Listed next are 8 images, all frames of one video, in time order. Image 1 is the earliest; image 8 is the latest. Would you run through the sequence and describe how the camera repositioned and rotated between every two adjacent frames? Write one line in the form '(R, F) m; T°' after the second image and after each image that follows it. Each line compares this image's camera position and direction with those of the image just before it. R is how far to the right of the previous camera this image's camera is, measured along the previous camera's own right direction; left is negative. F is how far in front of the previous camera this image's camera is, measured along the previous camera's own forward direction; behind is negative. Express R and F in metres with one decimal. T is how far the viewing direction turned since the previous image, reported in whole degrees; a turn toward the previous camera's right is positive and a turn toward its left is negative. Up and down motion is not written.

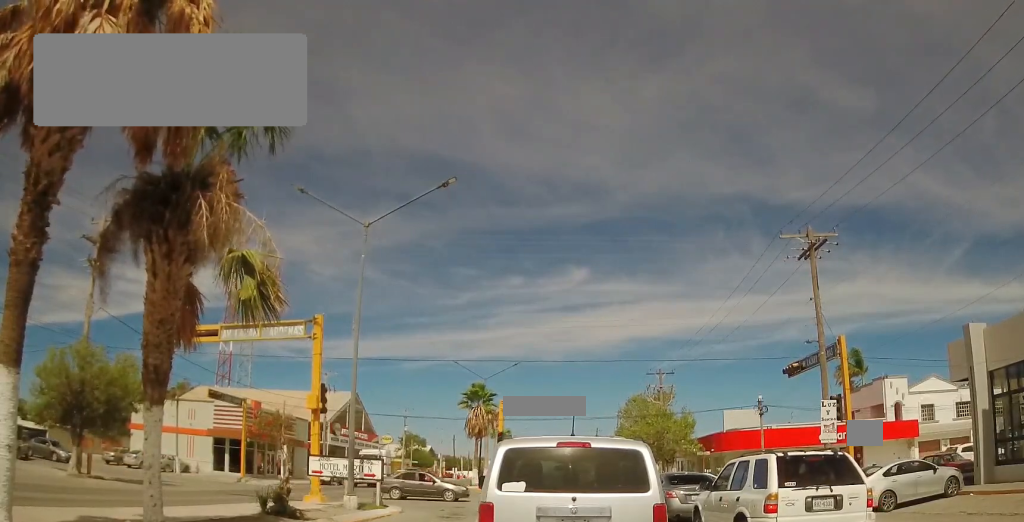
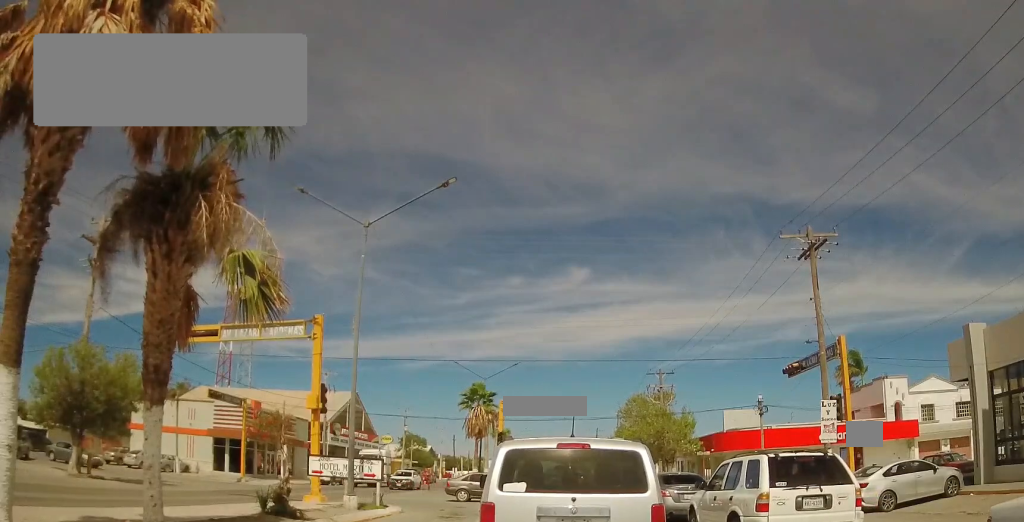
(0.0, 0.0) m; 0°
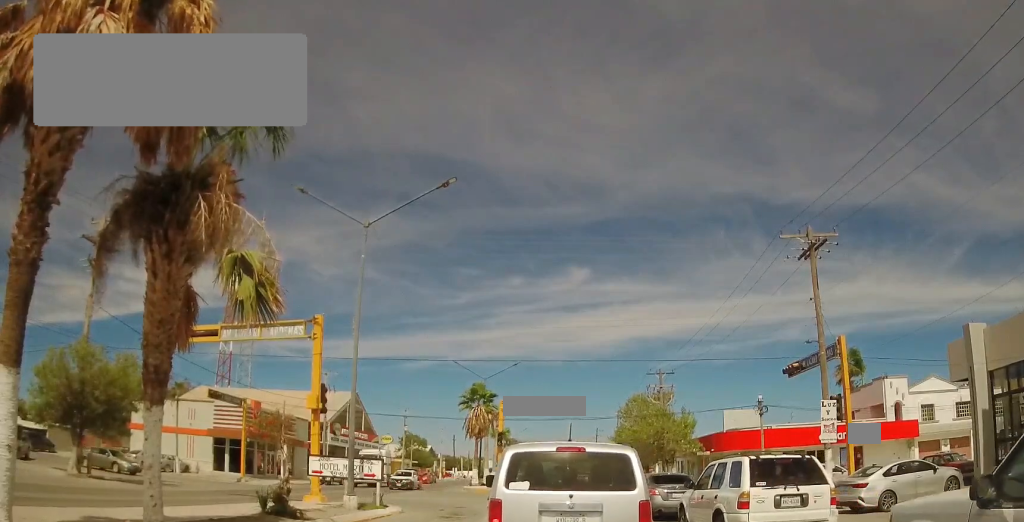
(0.0, 0.0) m; 0°
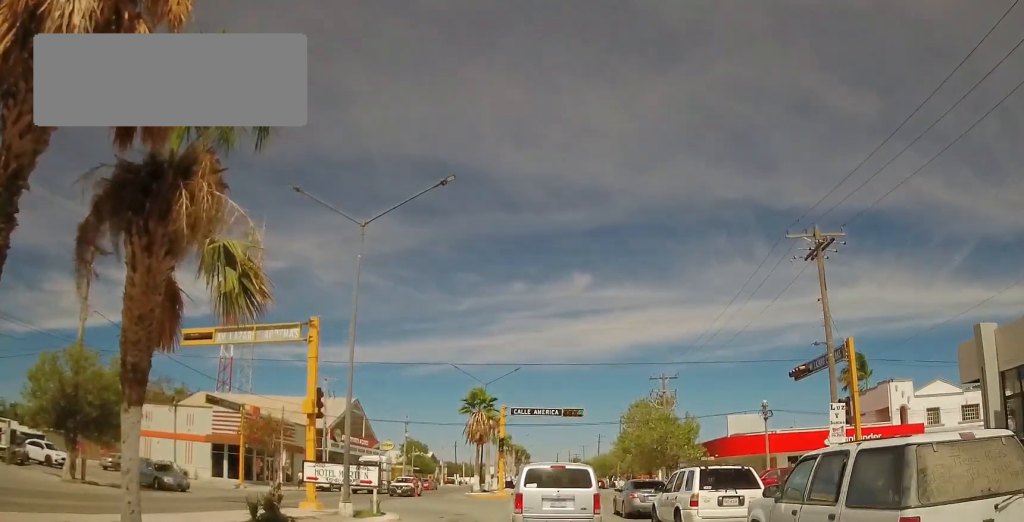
(+0.3, +1.0) m; 0°
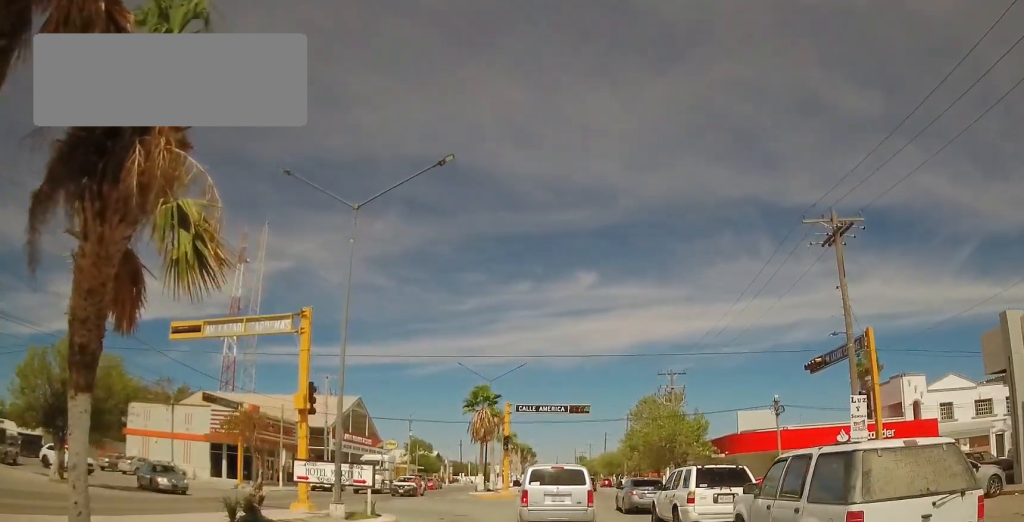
(+0.2, +0.5) m; 0°
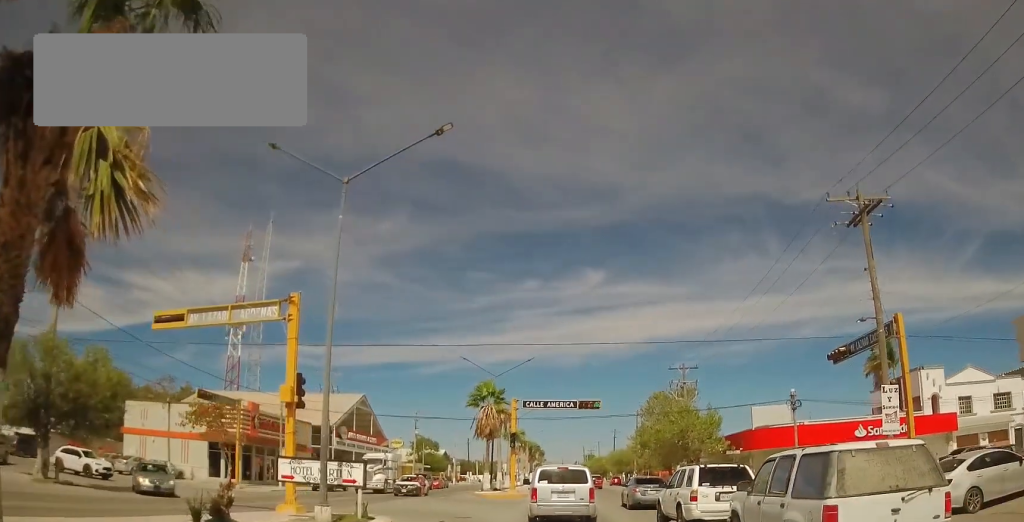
(+0.1, +0.5) m; 0°
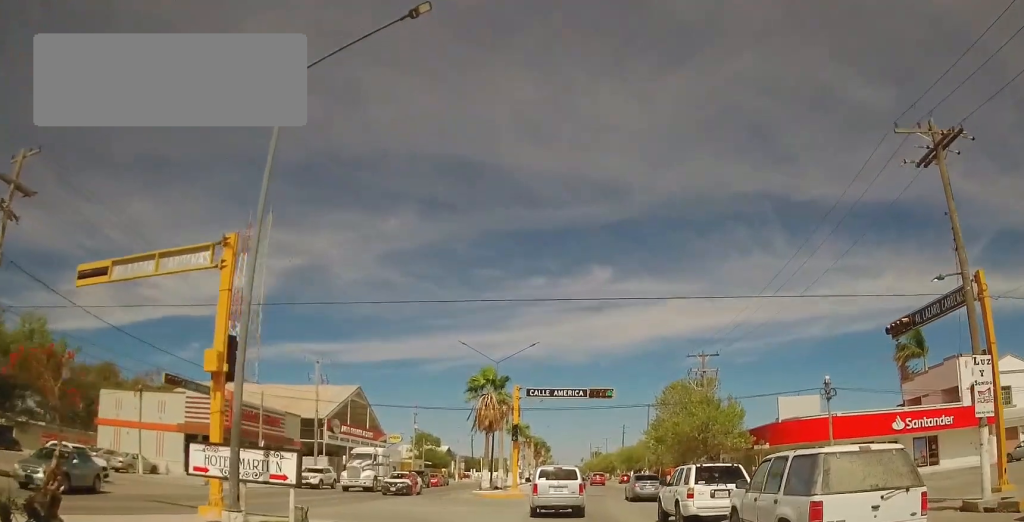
(-0.1, +1.9) m; 0°
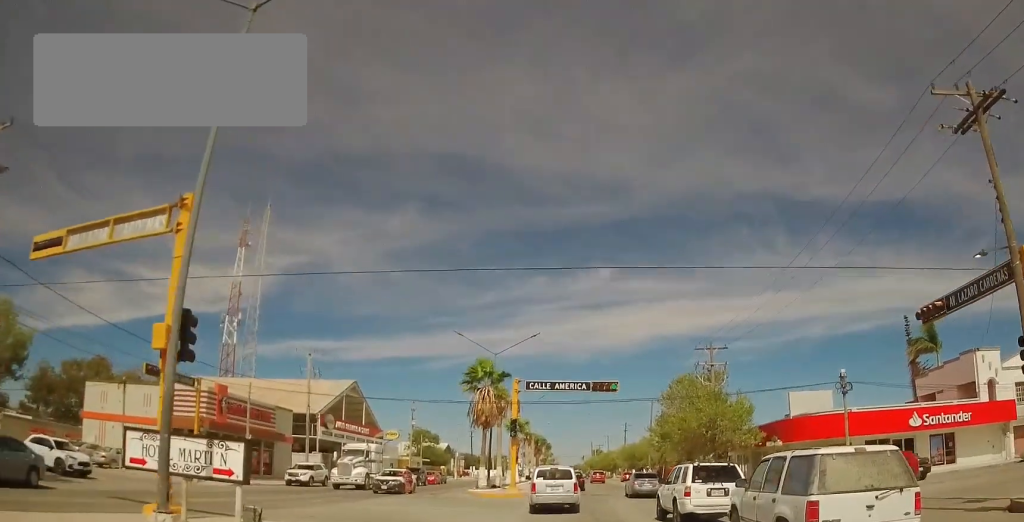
(+0.1, +1.1) m; +4°
